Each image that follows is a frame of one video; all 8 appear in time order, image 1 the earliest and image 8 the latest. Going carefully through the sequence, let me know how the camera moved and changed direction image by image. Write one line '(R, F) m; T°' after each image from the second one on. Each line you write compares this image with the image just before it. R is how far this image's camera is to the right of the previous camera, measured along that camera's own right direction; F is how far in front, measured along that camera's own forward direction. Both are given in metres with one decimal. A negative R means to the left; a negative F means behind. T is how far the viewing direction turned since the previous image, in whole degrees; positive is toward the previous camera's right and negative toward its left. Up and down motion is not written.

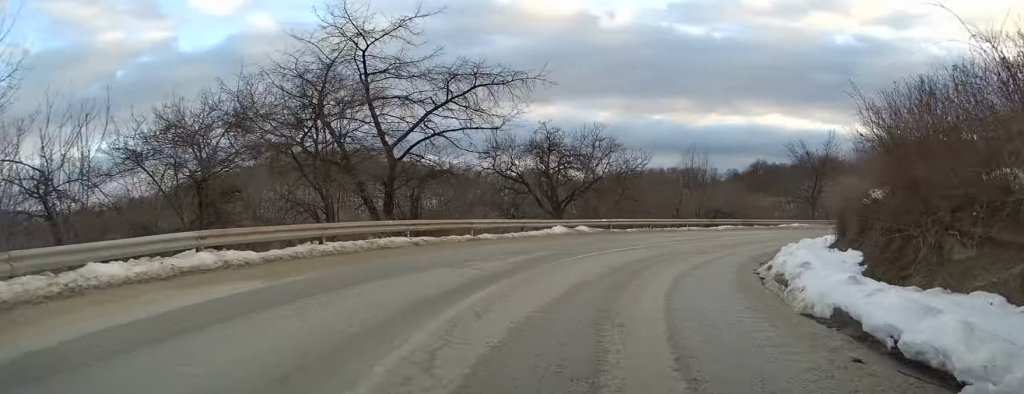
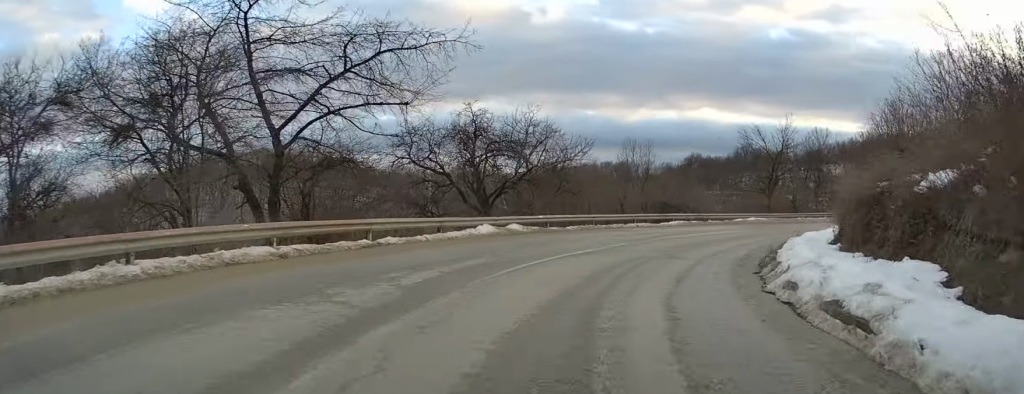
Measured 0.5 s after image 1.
(+0.3, +5.0) m; +4°
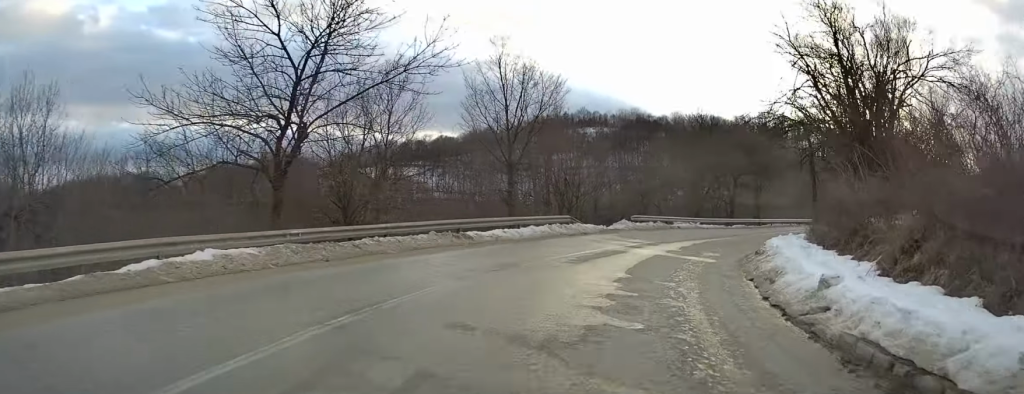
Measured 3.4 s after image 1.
(+8.8, +31.0) m; +35°
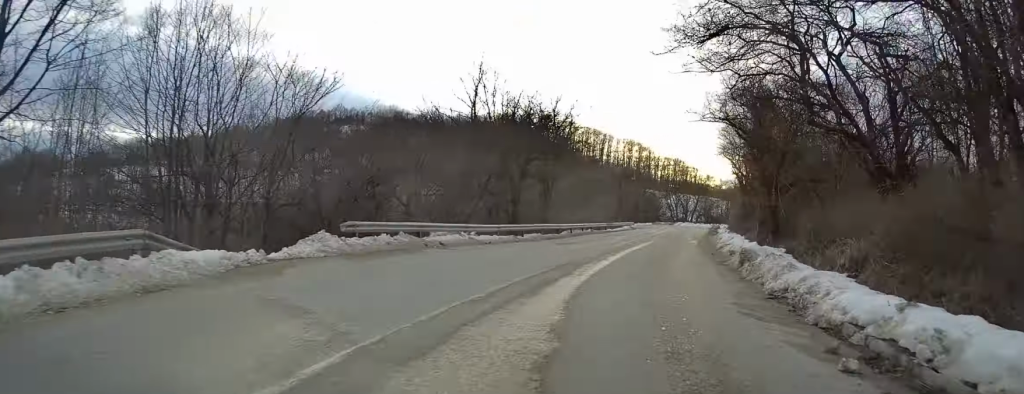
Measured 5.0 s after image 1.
(+3.1, +17.8) m; +20°
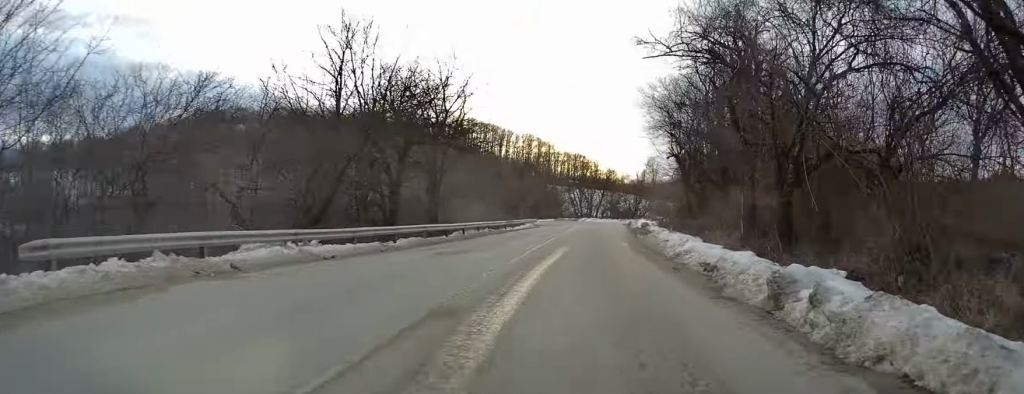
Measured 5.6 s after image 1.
(+0.8, +8.0) m; +6°
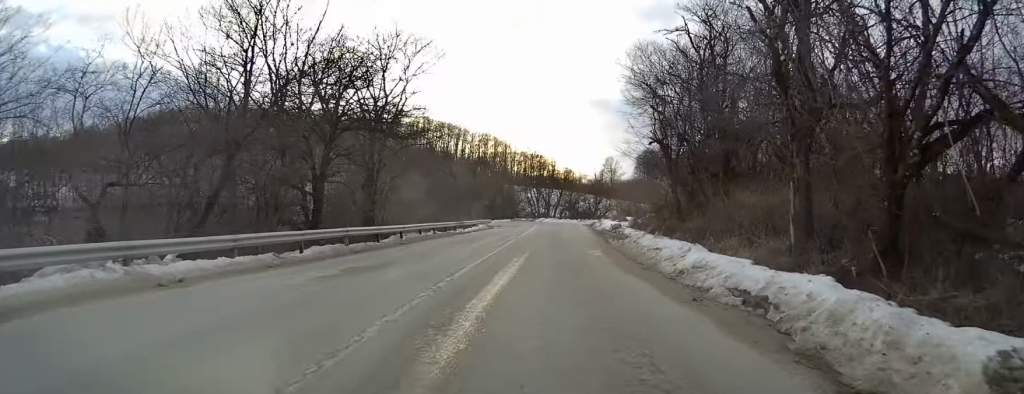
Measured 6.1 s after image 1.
(+0.1, +5.3) m; +3°
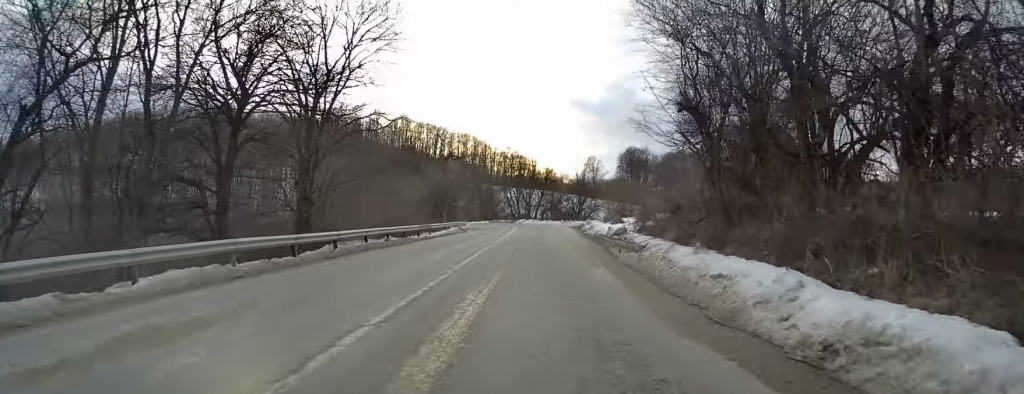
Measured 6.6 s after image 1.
(+0.3, +7.0) m; +1°
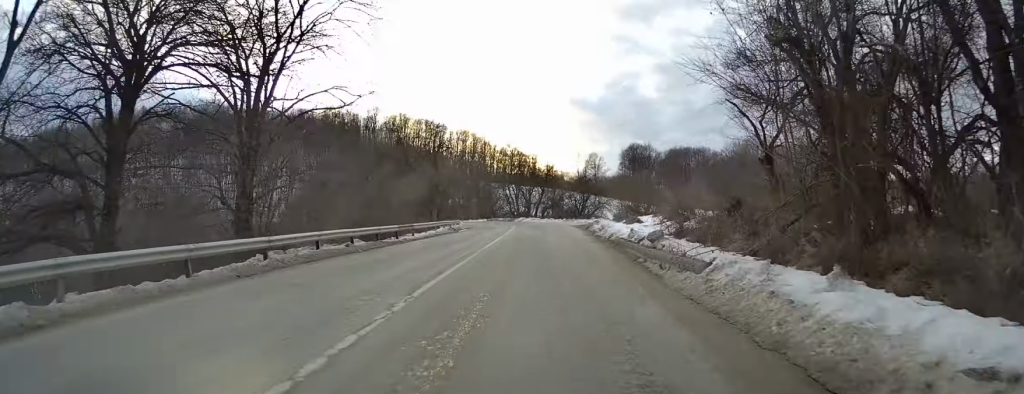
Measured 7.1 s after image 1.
(+0.1, +5.9) m; +1°
